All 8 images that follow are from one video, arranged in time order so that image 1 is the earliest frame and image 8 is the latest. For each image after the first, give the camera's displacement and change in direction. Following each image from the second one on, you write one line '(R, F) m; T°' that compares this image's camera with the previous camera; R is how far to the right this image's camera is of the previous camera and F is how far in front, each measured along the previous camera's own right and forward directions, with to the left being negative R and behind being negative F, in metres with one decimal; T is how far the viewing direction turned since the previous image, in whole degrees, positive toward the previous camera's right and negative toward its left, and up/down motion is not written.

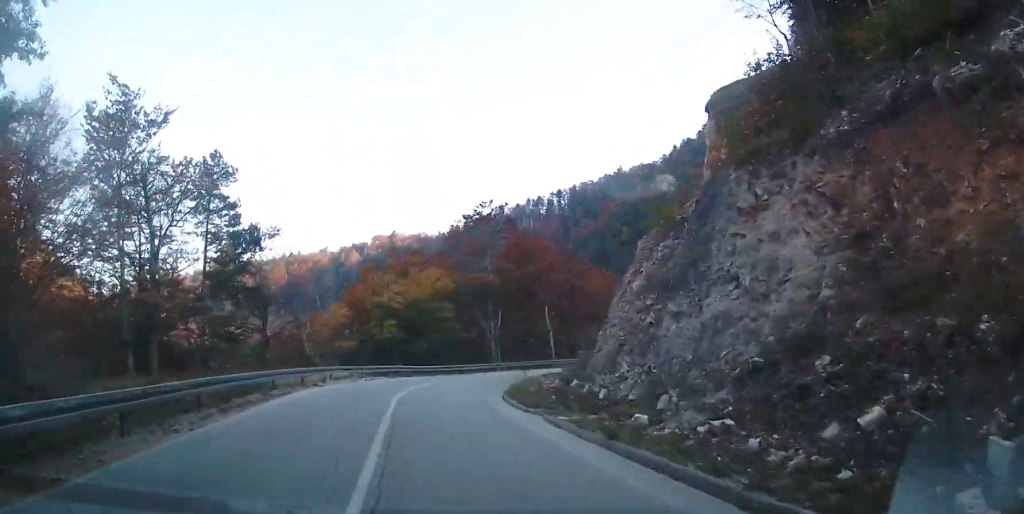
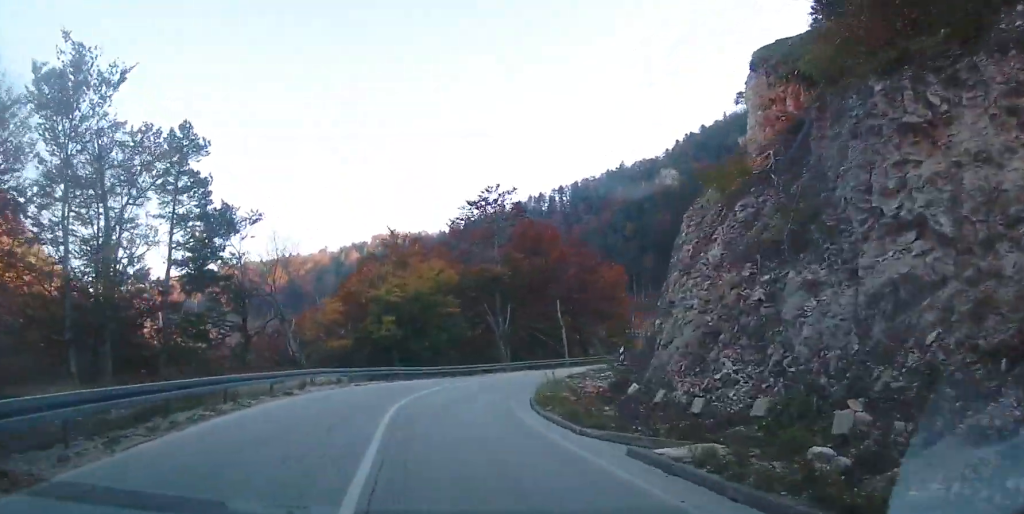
(+0.2, +5.7) m; +4°
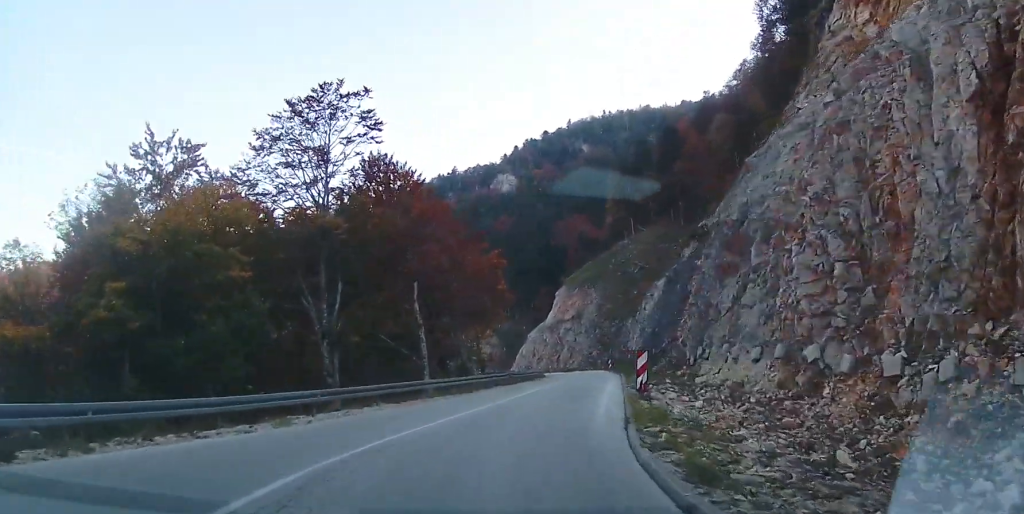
(+5.3, +26.1) m; +19°
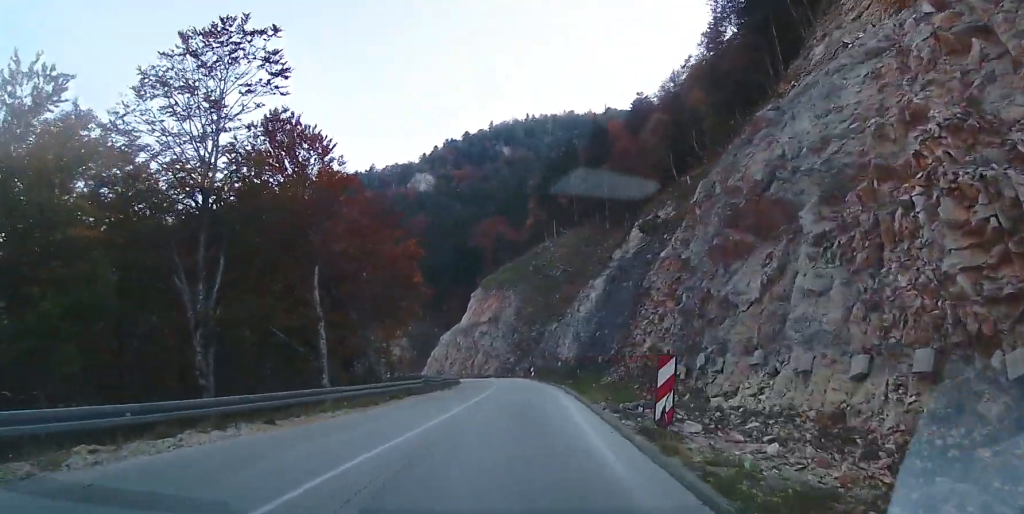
(0.0, +7.3) m; +1°
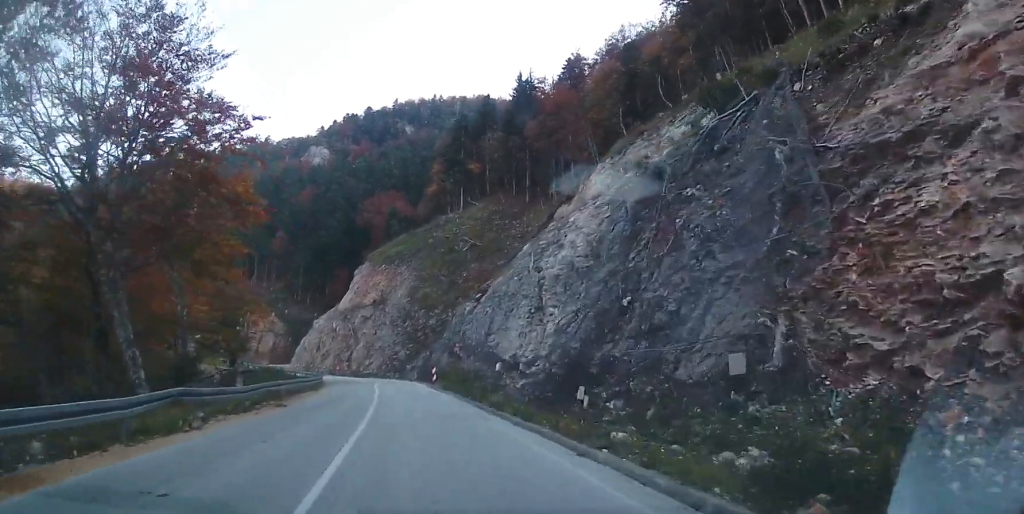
(+1.7, +23.2) m; +9°
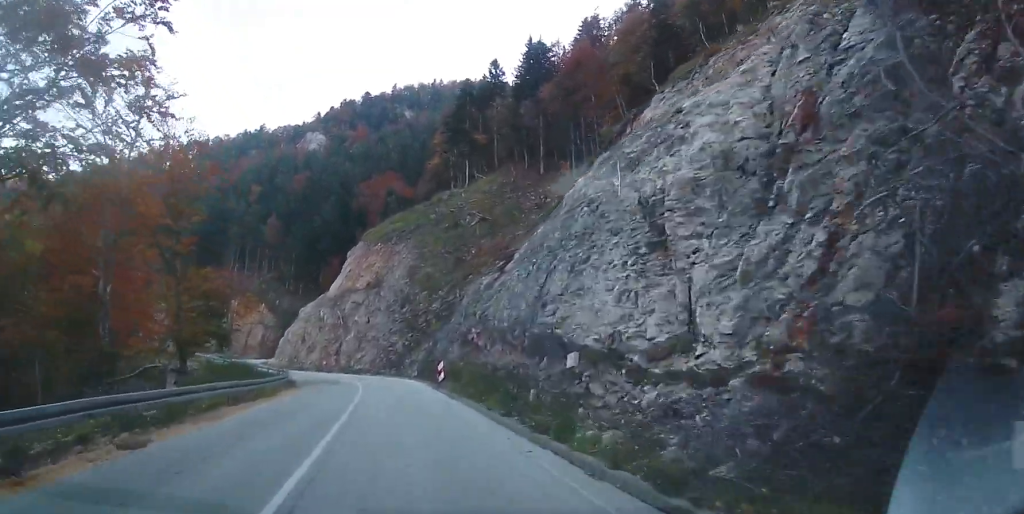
(+0.4, +11.4) m; +2°
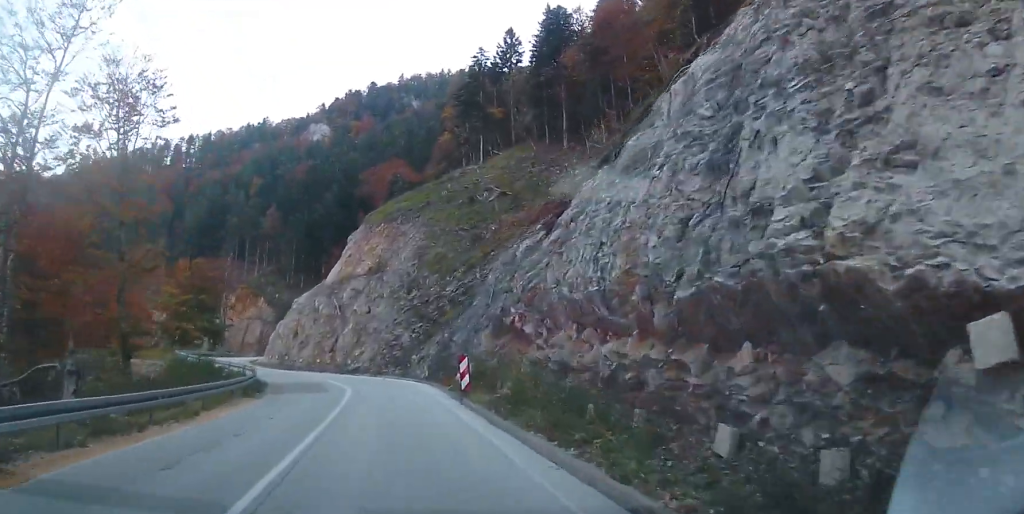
(0.0, +9.7) m; -2°
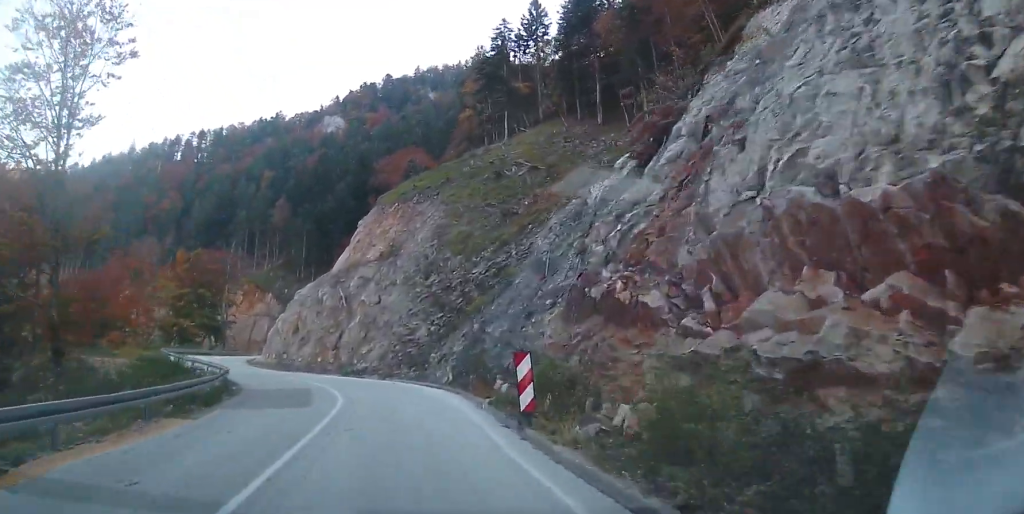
(-0.1, +8.4) m; -4°
